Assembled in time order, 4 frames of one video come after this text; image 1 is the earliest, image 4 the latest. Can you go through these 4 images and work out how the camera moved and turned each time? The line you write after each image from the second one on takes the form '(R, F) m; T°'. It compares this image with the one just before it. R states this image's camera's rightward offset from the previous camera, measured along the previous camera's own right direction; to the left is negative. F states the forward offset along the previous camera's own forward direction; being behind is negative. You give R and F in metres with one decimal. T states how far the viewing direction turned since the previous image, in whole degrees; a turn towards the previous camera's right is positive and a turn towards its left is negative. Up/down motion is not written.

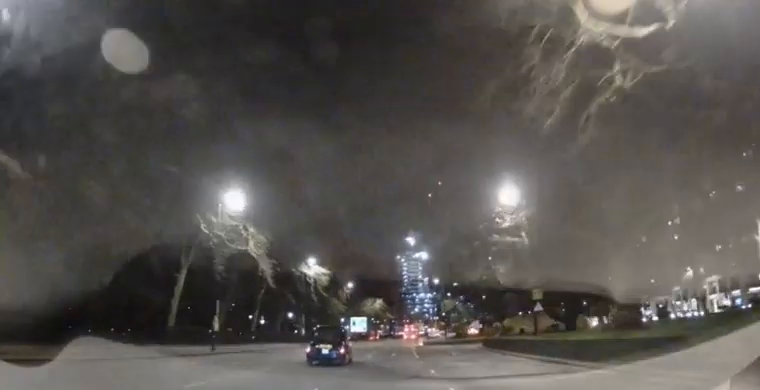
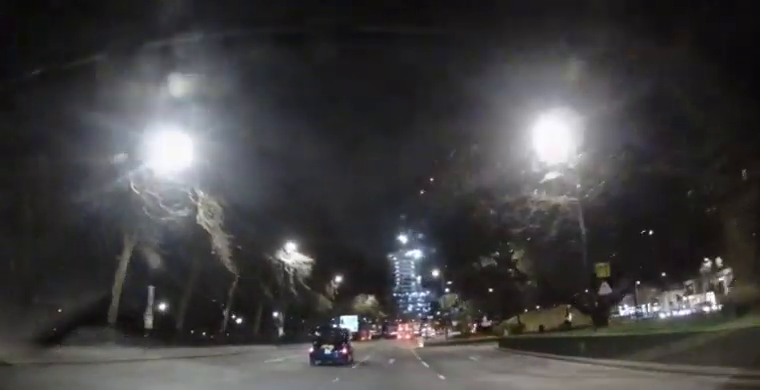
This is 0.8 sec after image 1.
(+0.1, +9.7) m; -5°
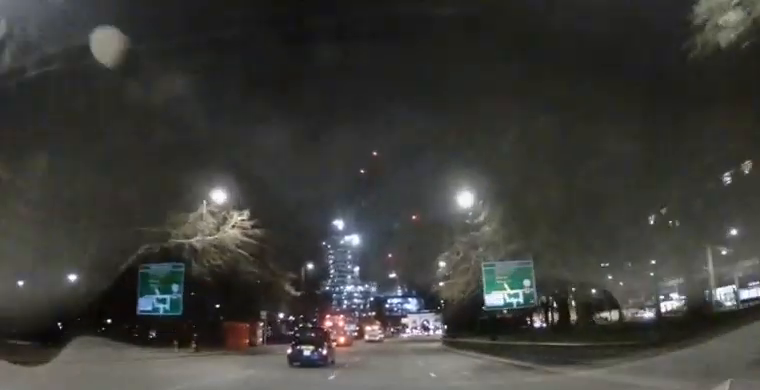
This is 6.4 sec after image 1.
(+15.6, +65.3) m; +14°
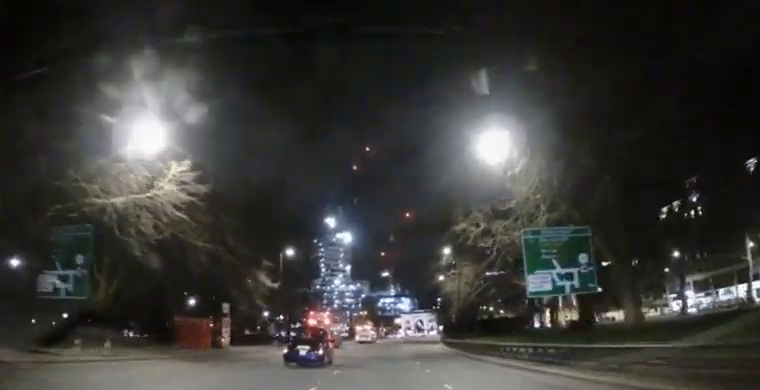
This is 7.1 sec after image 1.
(-3.5, +10.3) m; -8°
